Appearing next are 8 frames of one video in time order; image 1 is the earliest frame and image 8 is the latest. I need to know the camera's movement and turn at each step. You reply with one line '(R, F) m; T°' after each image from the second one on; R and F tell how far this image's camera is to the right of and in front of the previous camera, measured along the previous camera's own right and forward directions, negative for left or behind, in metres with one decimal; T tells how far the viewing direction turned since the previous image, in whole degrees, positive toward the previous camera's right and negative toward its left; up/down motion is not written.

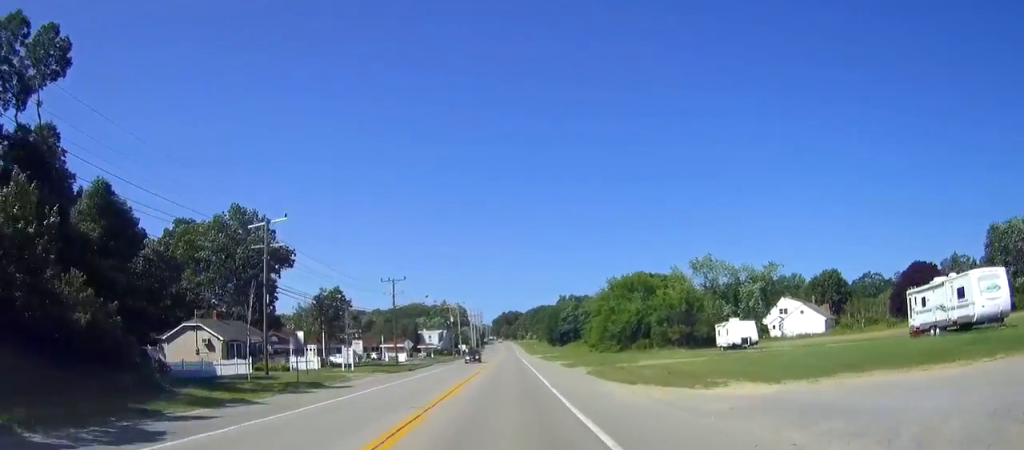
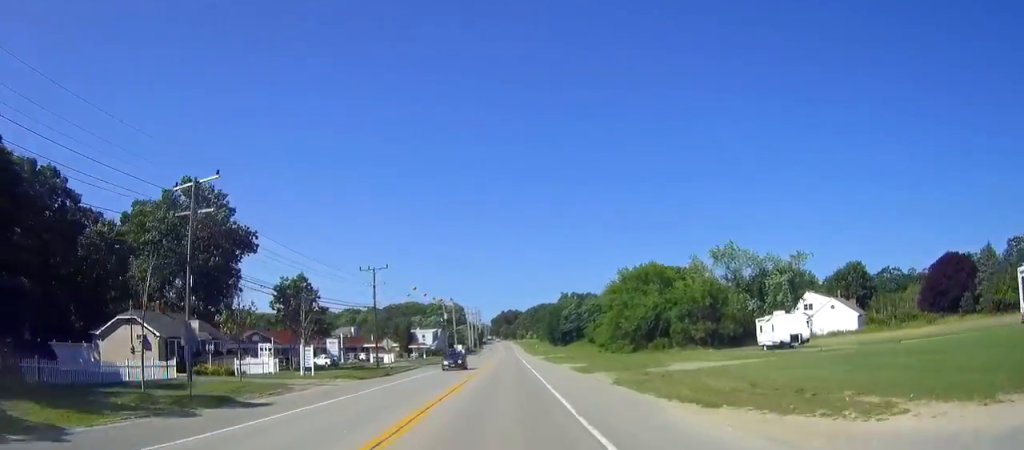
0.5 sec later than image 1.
(+0.1, +11.1) m; 0°
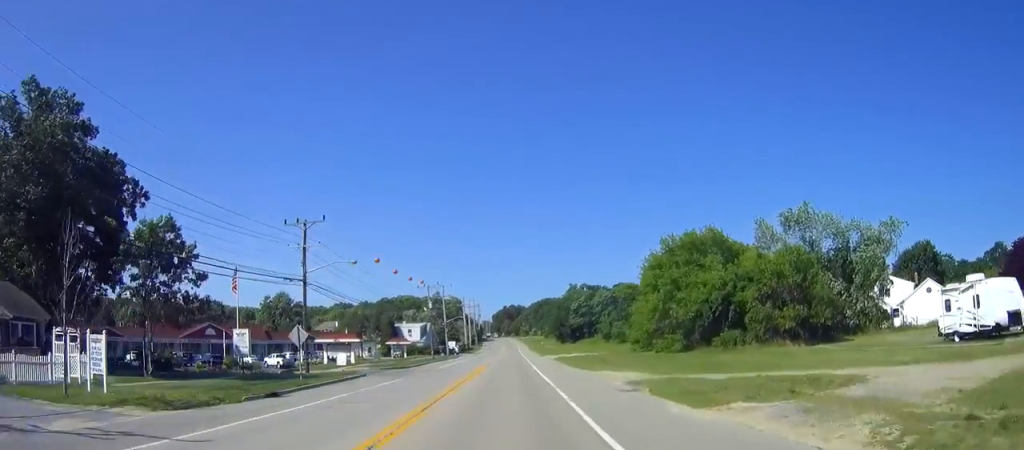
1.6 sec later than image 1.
(0.0, +24.6) m; 0°
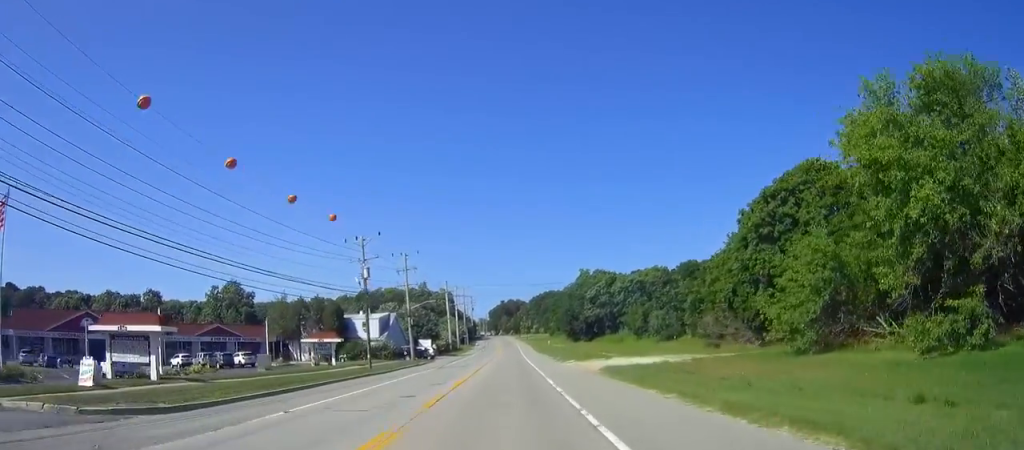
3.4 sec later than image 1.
(-0.1, +40.7) m; 0°
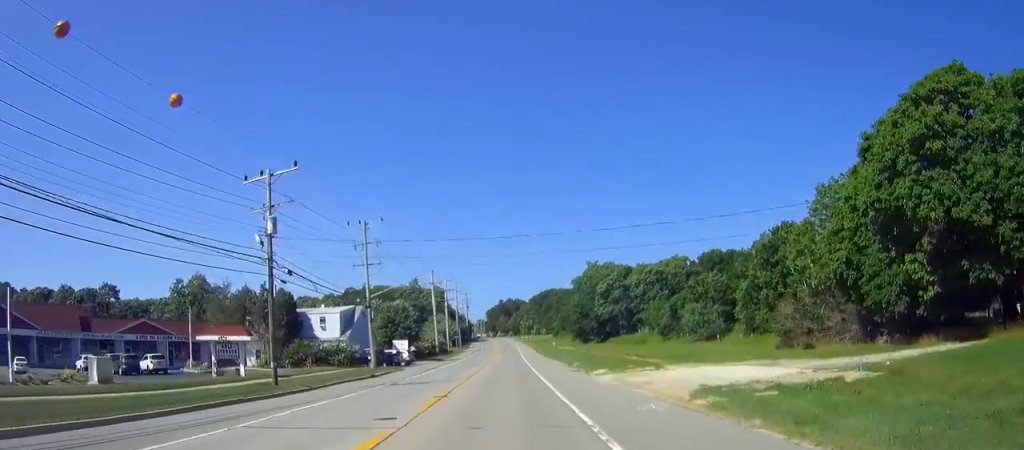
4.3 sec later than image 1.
(0.0, +21.0) m; 0°
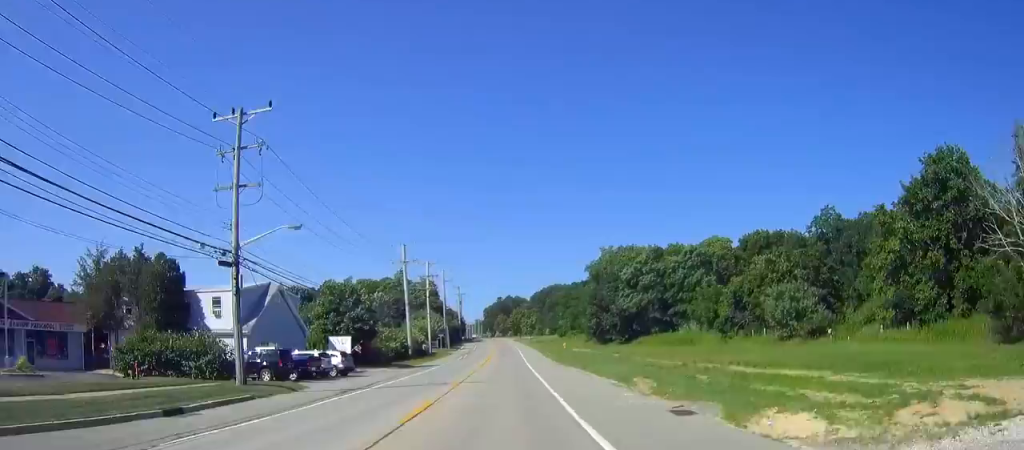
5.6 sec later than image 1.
(0.0, +27.1) m; 0°
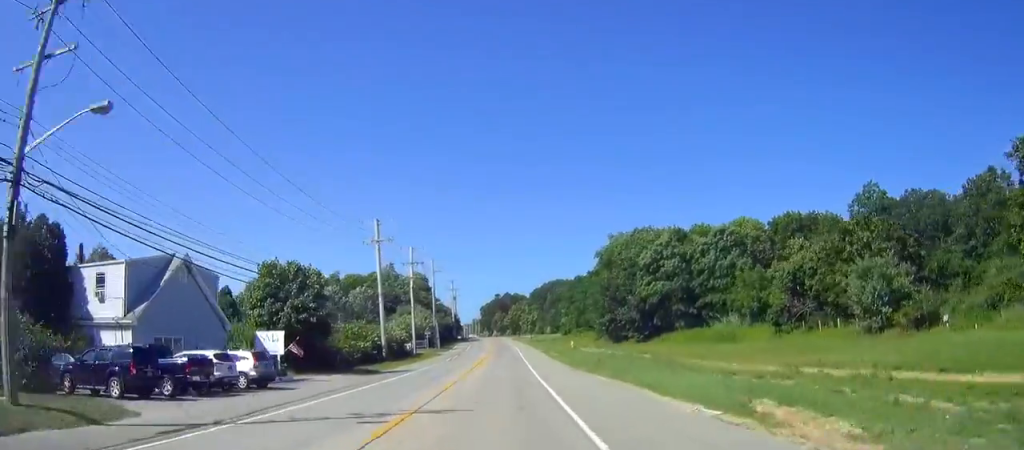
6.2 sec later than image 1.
(0.0, +14.5) m; 0°
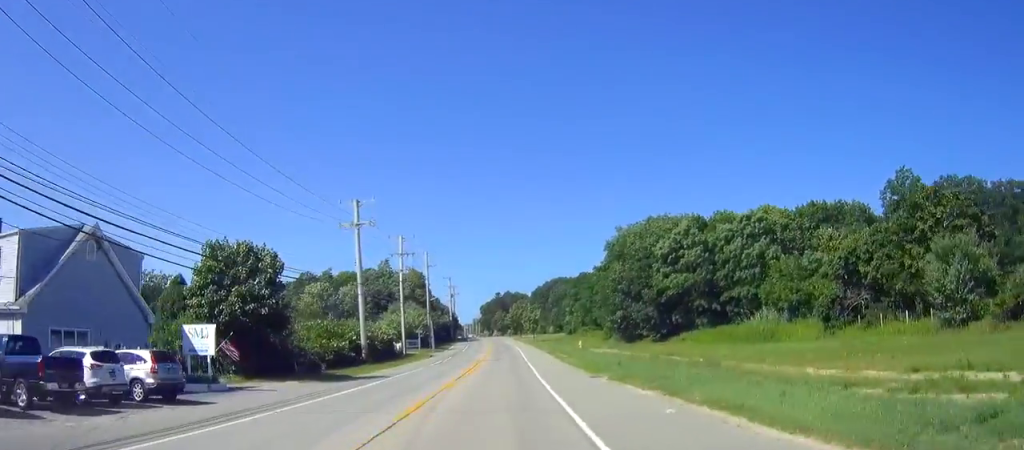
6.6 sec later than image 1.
(0.0, +8.7) m; 0°
